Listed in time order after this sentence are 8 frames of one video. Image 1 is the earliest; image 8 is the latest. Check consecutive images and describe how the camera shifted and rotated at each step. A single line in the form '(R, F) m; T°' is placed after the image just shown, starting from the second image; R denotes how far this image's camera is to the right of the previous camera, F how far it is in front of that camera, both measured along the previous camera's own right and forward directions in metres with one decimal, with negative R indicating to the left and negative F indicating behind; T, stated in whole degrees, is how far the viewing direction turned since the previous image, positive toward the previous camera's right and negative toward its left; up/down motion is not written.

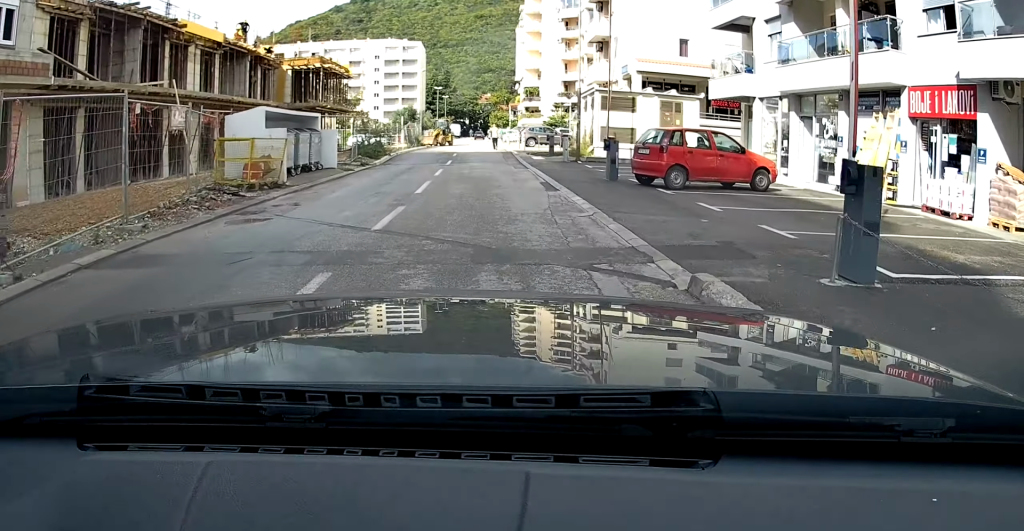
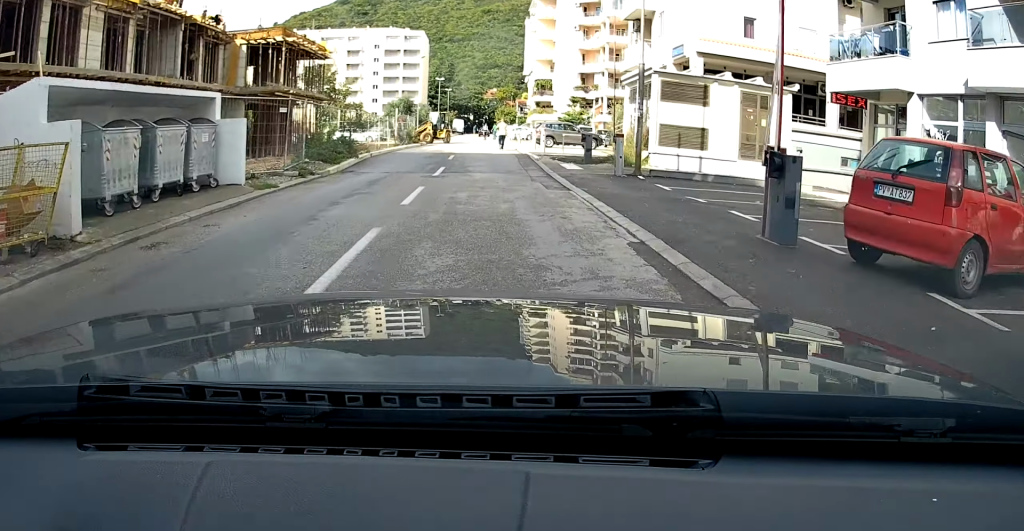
(+0.1, +8.6) m; 0°
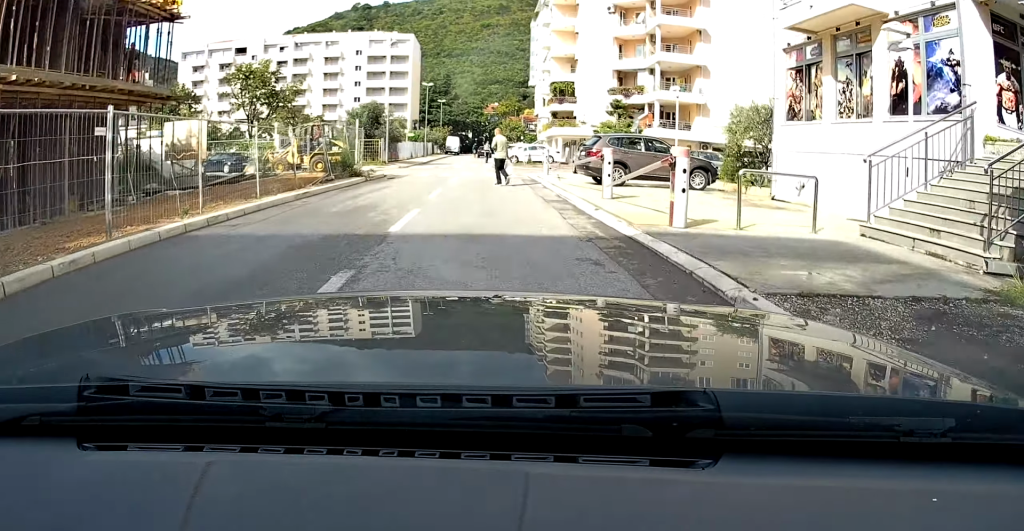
(-0.3, +20.1) m; -2°
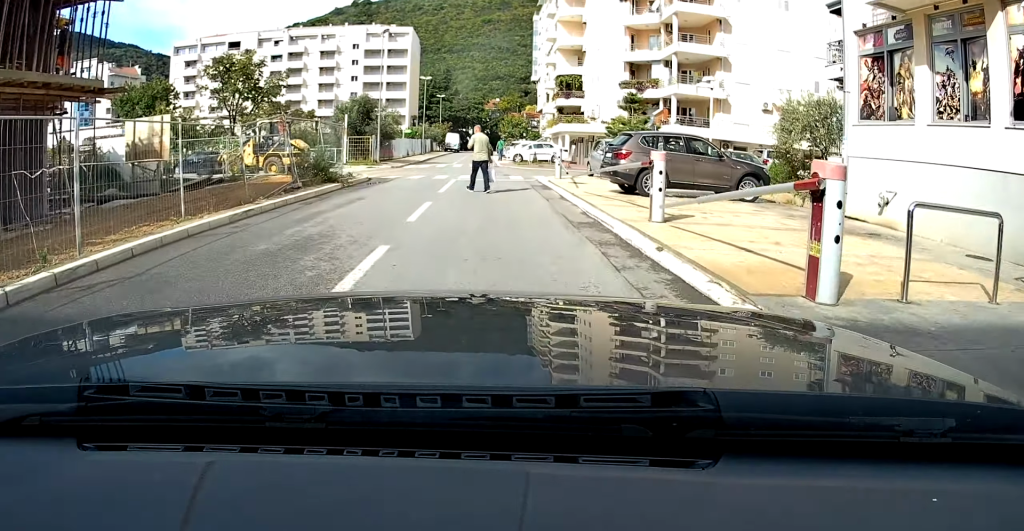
(-0.1, +4.2) m; 0°
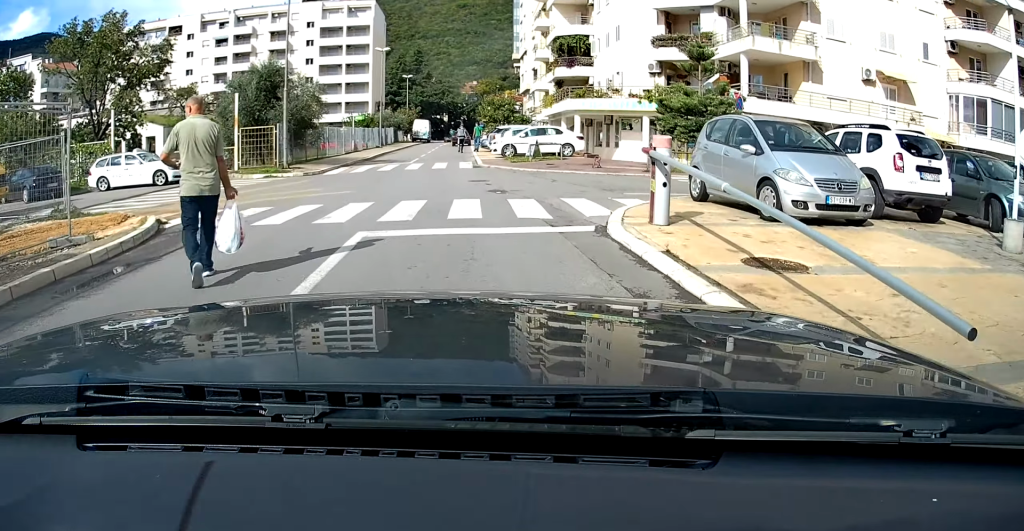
(+0.6, +16.2) m; +4°
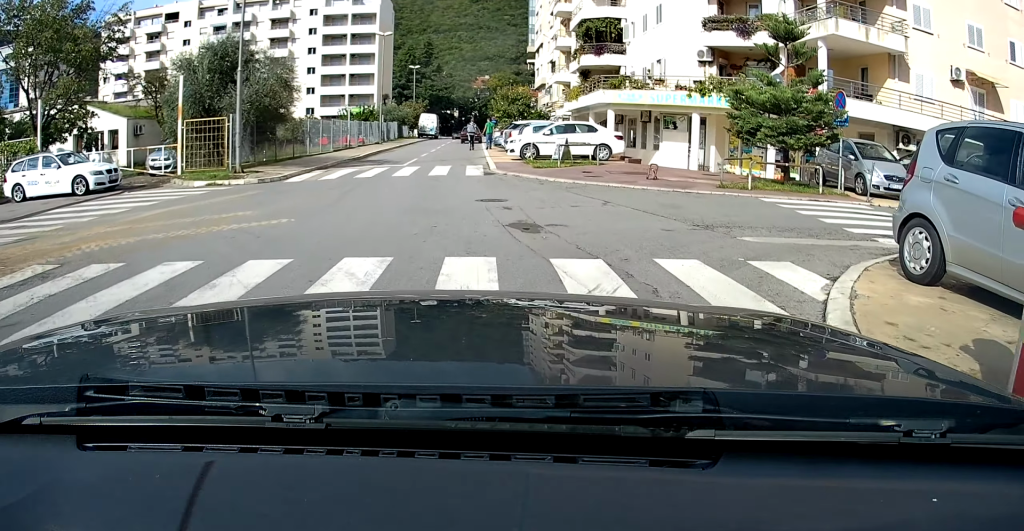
(+0.1, +7.2) m; +1°
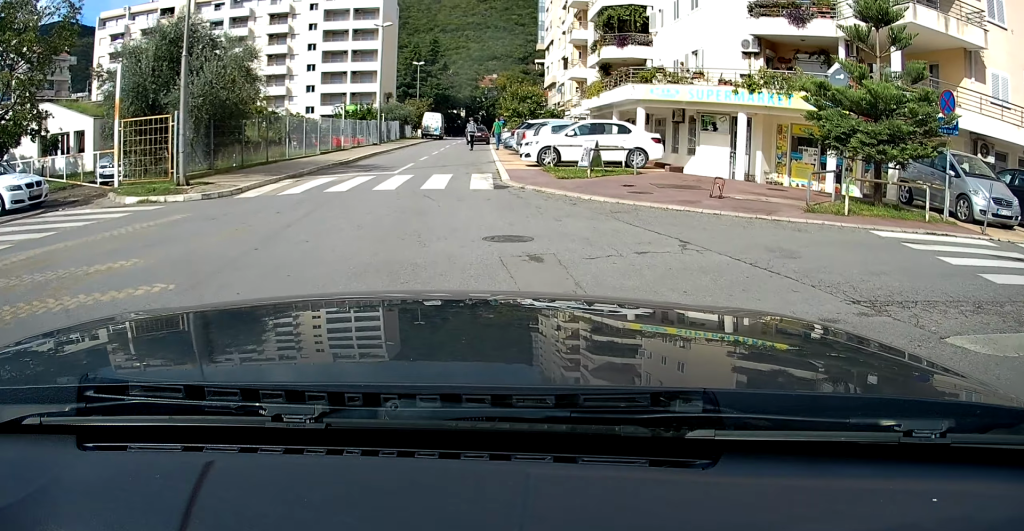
(0.0, +5.6) m; 0°
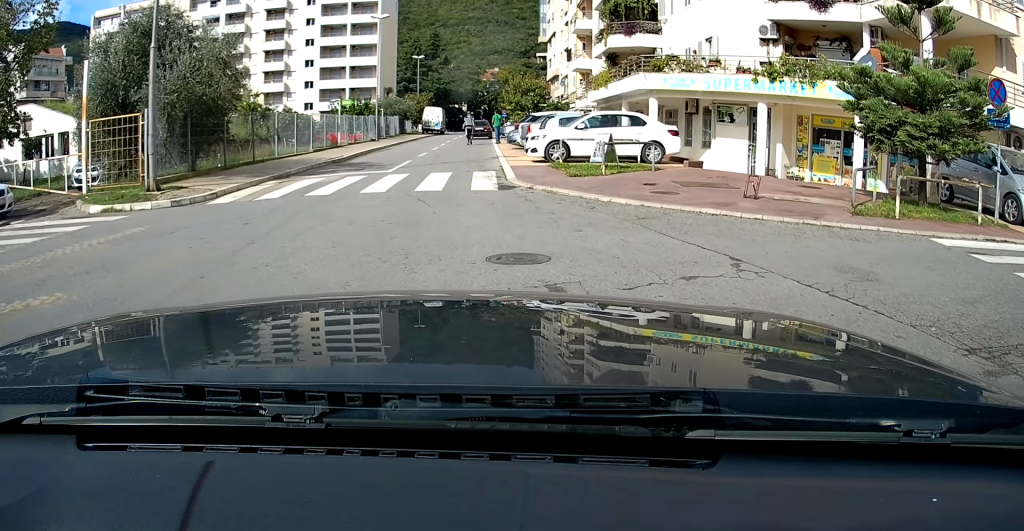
(0.0, +1.9) m; +7°
